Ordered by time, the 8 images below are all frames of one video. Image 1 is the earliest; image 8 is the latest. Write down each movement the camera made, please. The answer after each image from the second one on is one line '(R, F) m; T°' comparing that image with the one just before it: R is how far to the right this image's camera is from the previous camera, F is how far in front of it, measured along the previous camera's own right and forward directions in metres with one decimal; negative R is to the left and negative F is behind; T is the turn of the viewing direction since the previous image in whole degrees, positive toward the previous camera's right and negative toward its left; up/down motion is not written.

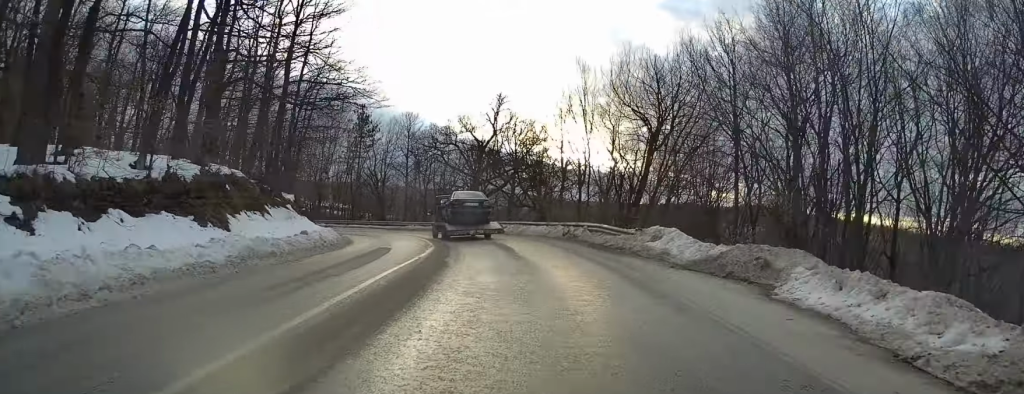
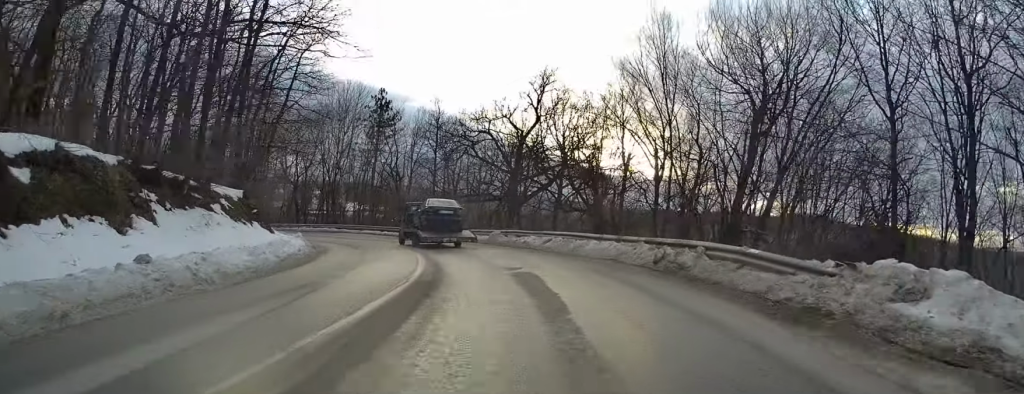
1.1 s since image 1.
(-0.6, +11.4) m; -6°
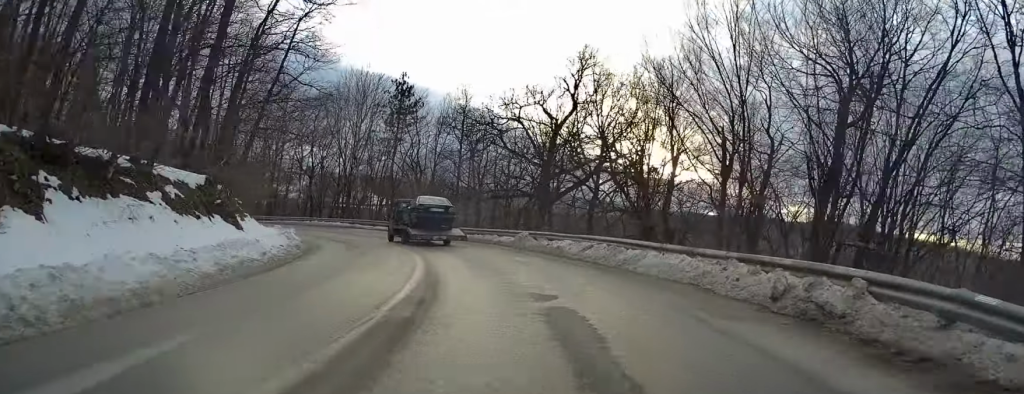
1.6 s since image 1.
(-0.1, +5.3) m; -3°
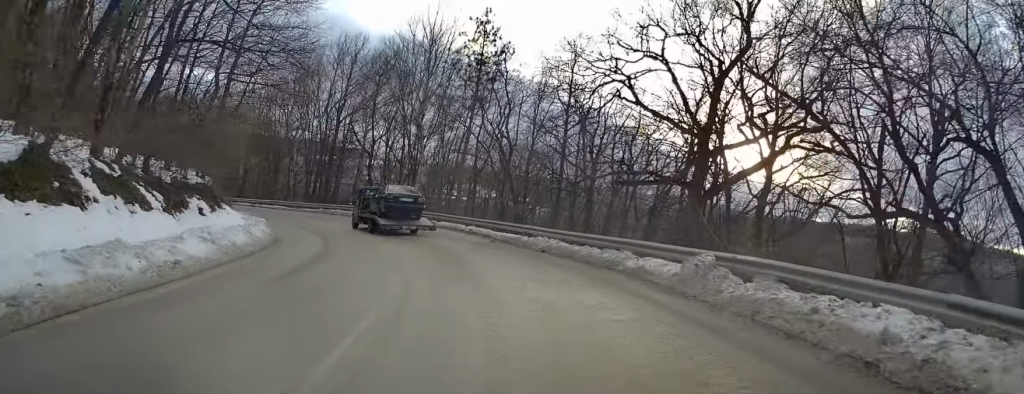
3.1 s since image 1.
(-1.6, +16.4) m; -10°
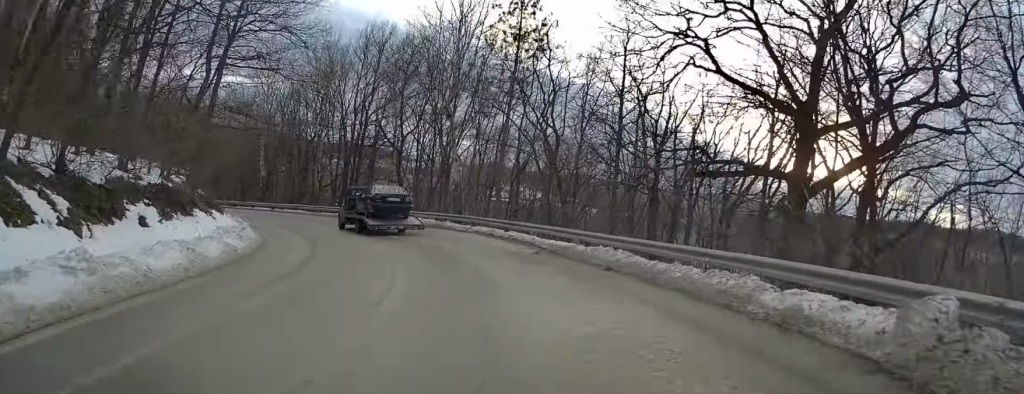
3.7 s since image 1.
(-0.2, +6.0) m; -3°
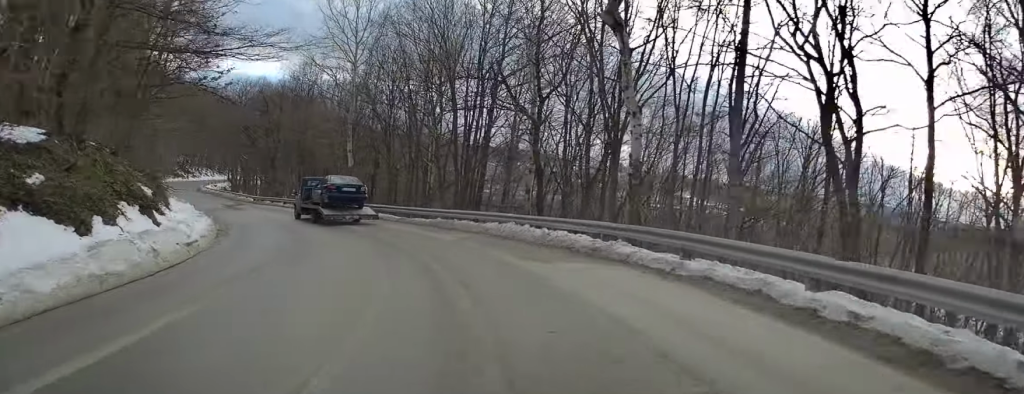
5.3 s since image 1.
(-1.3, +18.1) m; -12°
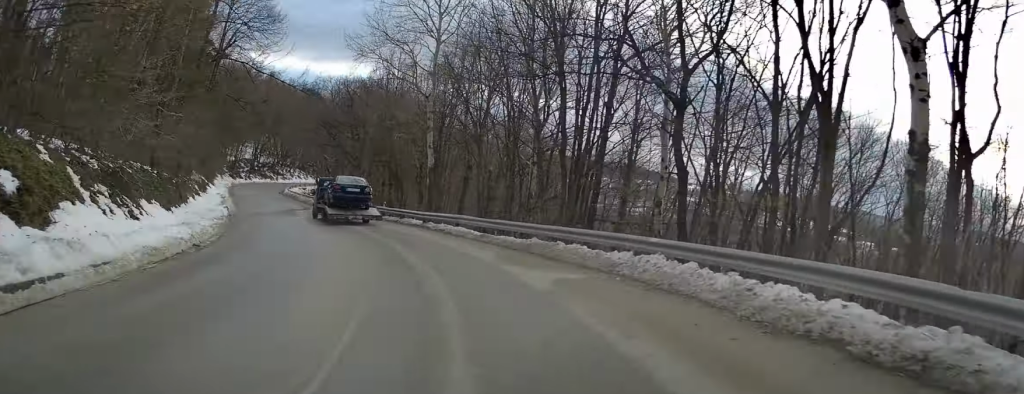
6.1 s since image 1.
(-0.8, +9.3) m; -9°
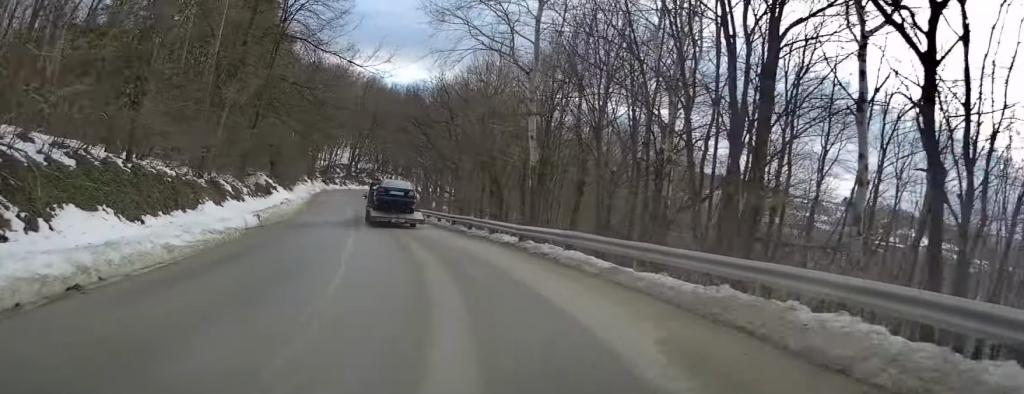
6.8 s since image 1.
(-0.7, +8.7) m; -9°
